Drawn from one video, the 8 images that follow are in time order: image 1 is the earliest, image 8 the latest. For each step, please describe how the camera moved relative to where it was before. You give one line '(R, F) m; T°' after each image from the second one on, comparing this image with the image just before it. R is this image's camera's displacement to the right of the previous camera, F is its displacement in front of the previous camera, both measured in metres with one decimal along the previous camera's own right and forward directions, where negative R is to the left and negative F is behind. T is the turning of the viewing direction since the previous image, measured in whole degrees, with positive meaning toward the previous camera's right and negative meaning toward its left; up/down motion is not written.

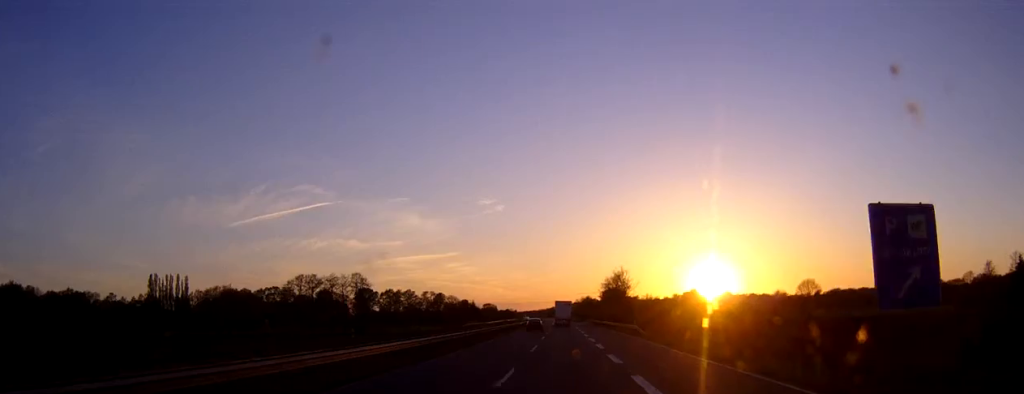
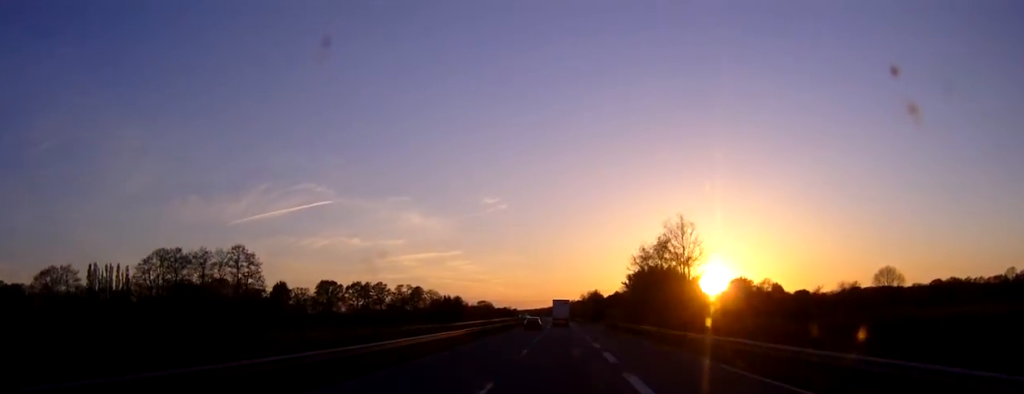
(-0.1, +59.5) m; 0°
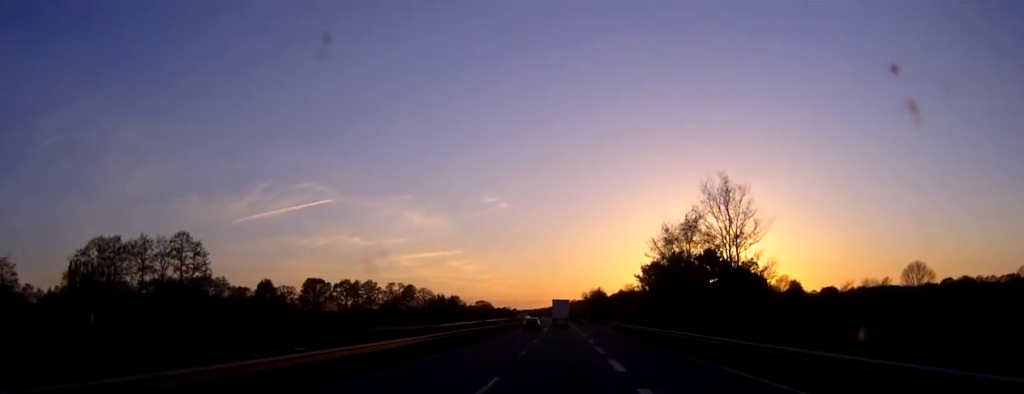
(0.0, +16.2) m; 0°
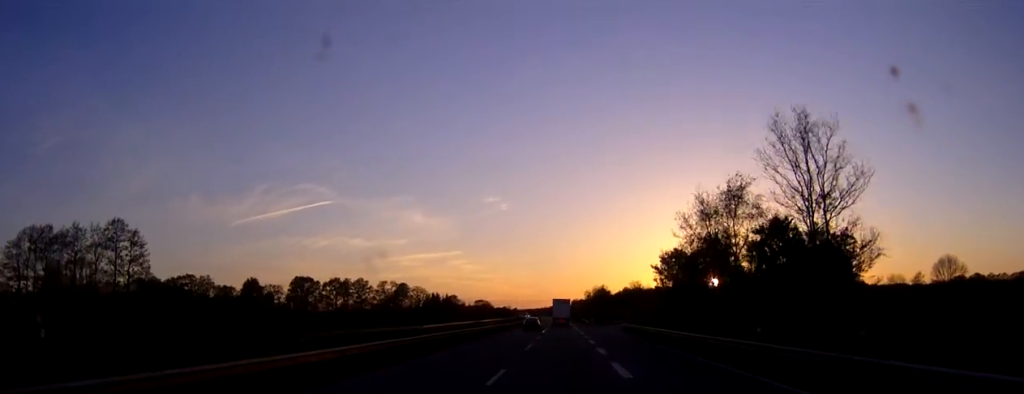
(0.0, +14.4) m; 0°
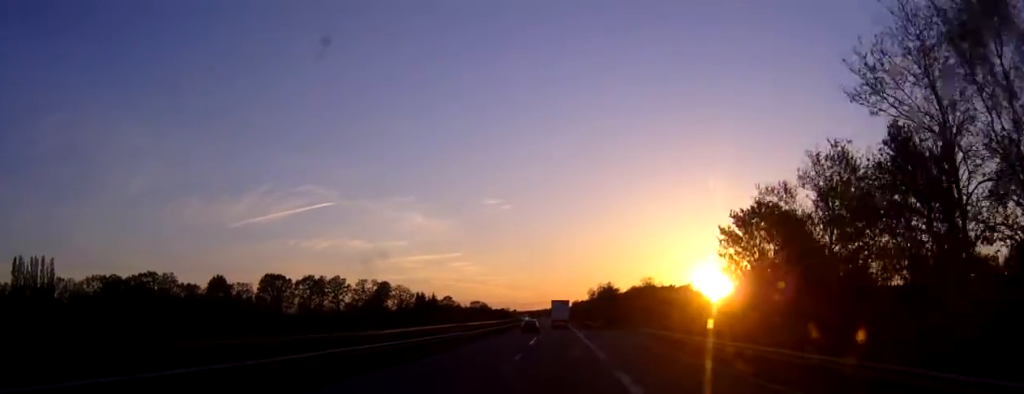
(+0.1, +27.9) m; 0°
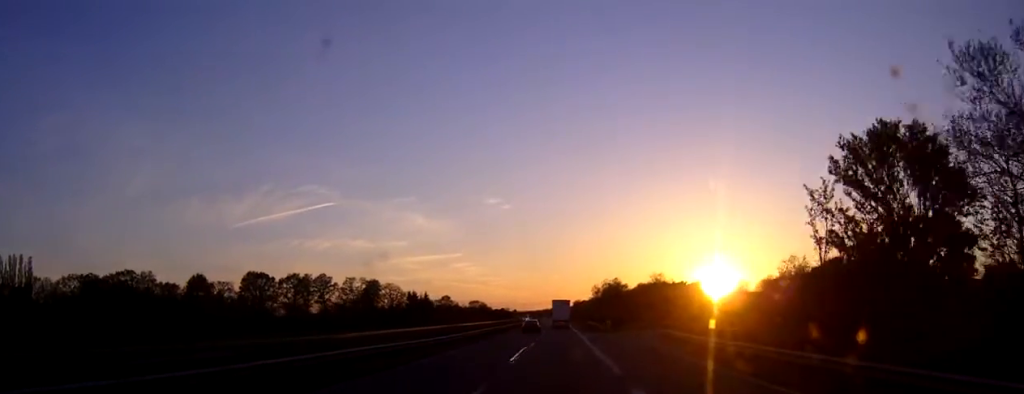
(+0.1, +15.4) m; 0°
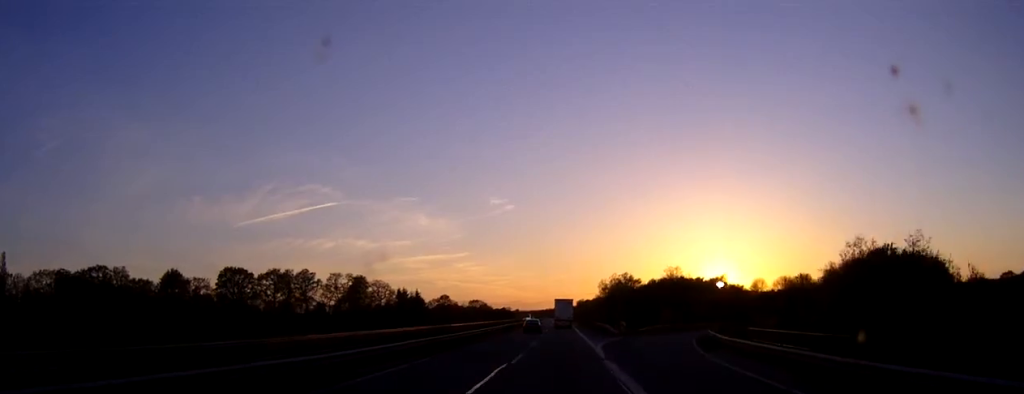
(-0.1, +18.1) m; 0°
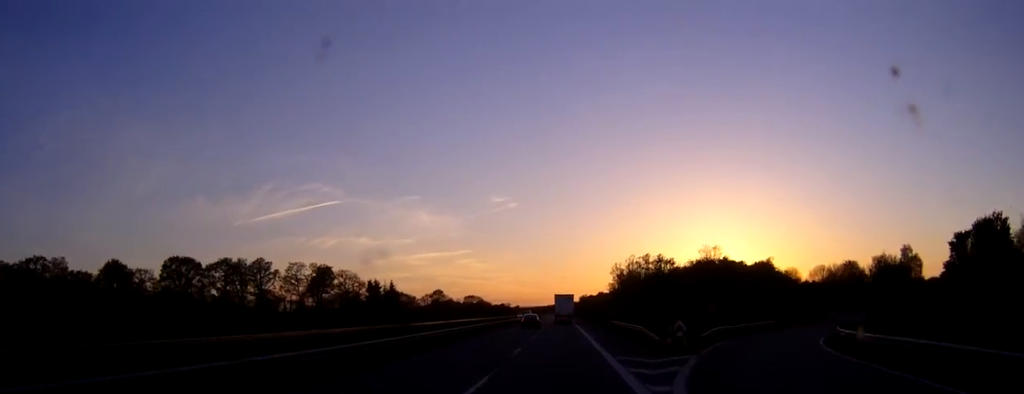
(-0.2, +32.7) m; 0°
